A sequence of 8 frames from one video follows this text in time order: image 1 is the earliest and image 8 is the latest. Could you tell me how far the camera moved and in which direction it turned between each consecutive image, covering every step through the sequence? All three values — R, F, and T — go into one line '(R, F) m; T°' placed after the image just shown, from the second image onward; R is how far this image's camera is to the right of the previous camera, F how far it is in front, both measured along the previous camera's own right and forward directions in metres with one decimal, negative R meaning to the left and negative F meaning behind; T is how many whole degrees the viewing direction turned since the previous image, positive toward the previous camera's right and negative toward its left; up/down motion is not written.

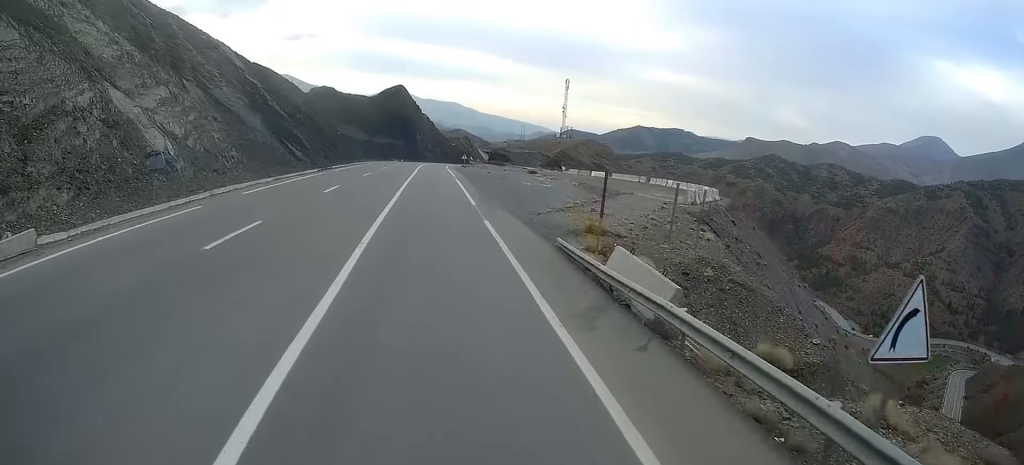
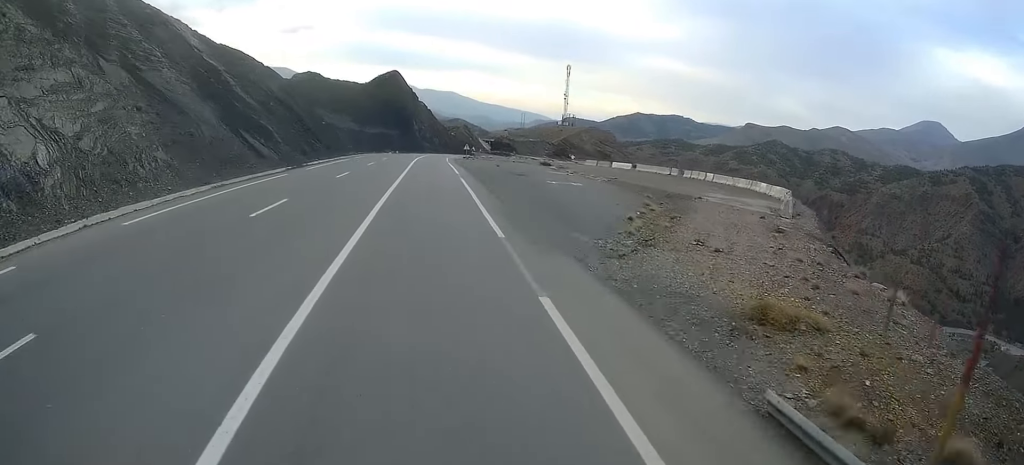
(-0.2, +11.2) m; 0°
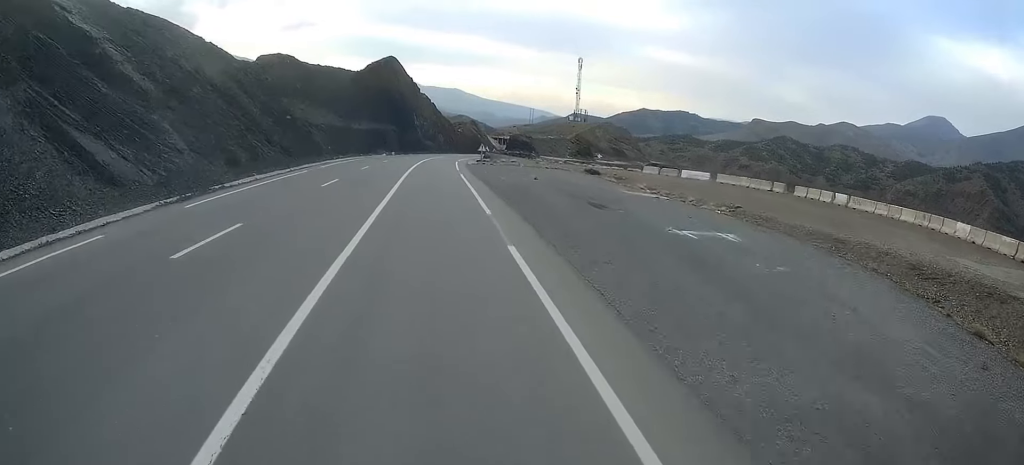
(+0.4, +22.1) m; +2°
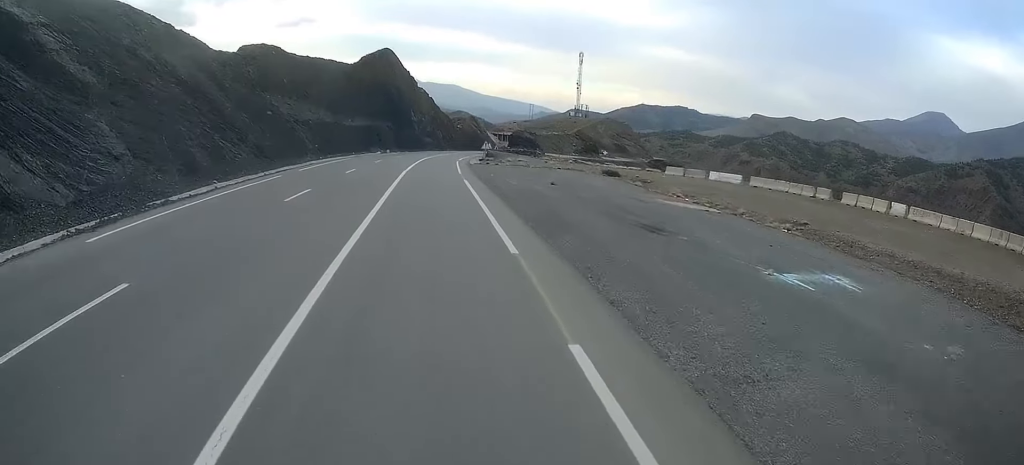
(0.0, +6.6) m; 0°
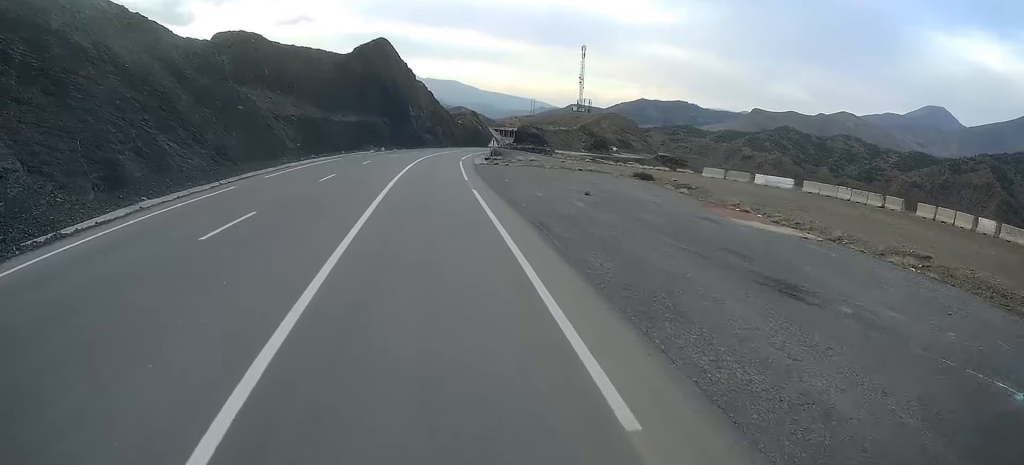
(0.0, +8.3) m; 0°
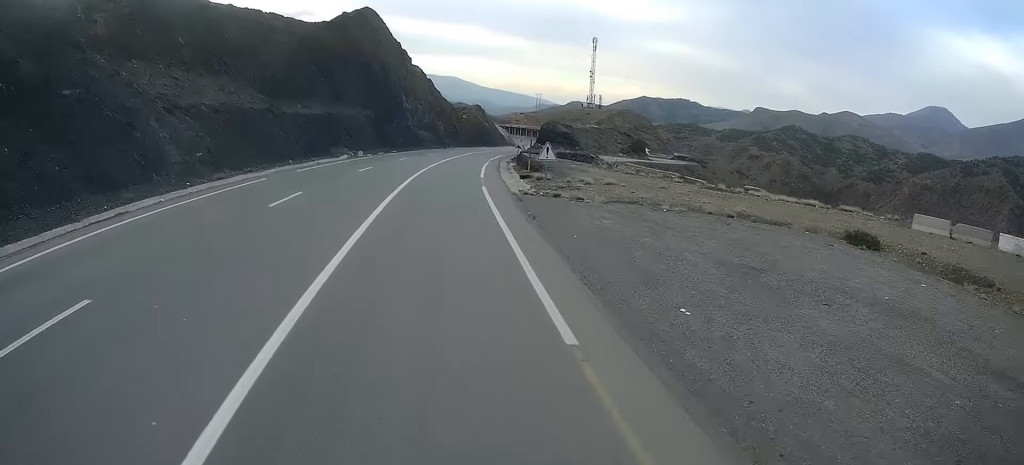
(+0.5, +23.9) m; +1°
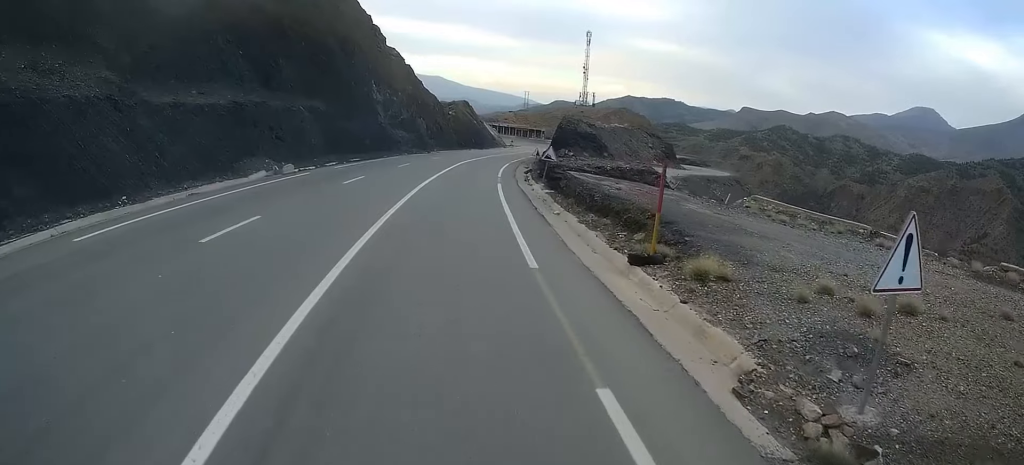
(-0.3, +22.3) m; +1°
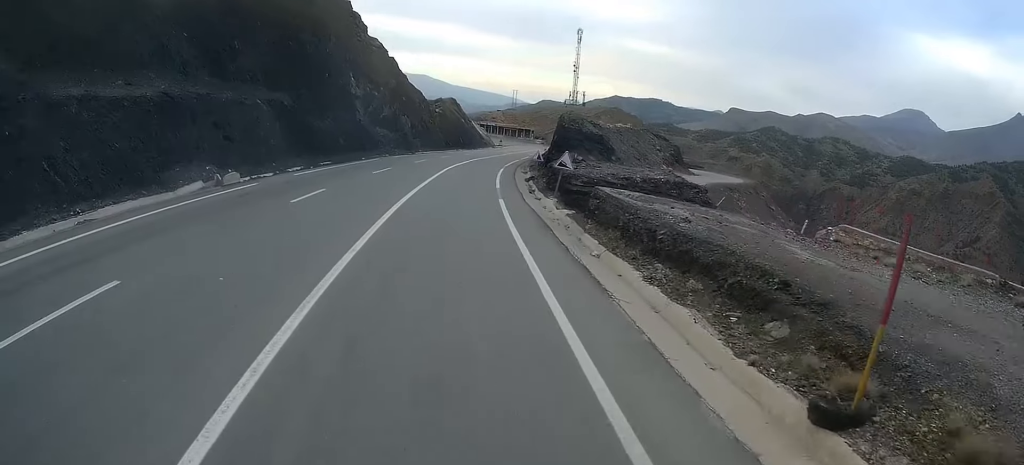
(+0.2, +7.7) m; +1°
